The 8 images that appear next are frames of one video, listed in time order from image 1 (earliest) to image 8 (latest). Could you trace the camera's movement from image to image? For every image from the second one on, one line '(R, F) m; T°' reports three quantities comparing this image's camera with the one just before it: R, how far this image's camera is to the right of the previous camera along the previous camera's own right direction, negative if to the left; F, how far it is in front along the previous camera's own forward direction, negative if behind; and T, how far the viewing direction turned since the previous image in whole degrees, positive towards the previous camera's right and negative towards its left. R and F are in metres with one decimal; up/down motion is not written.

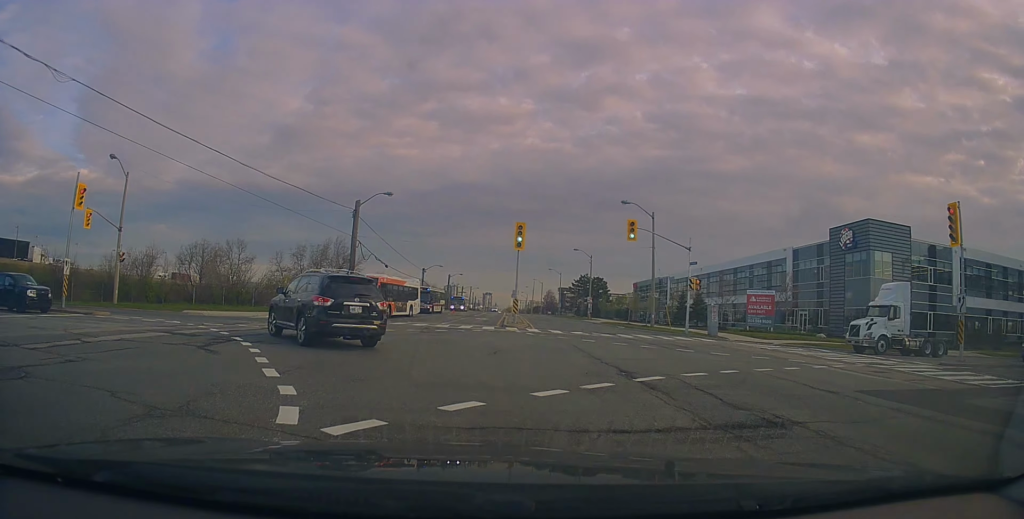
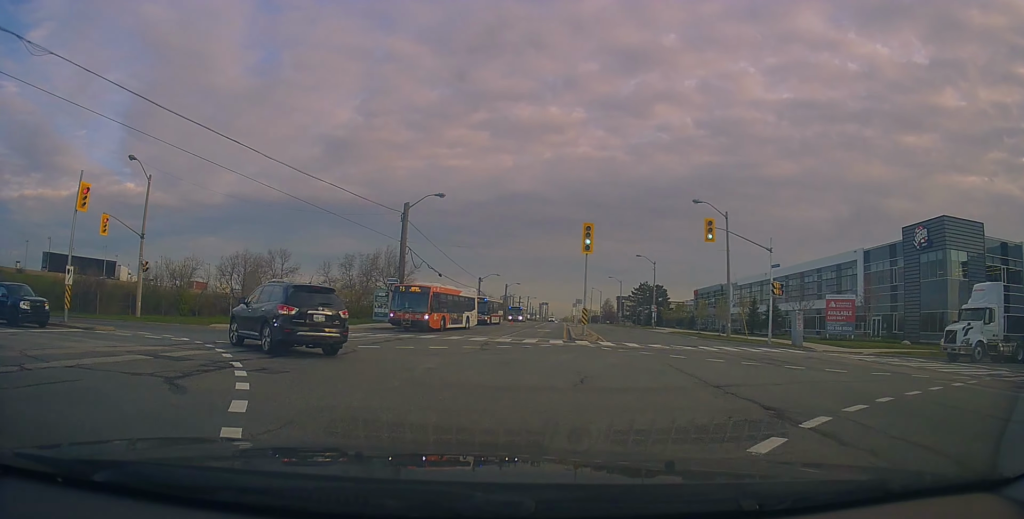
(-0.2, +3.6) m; -6°
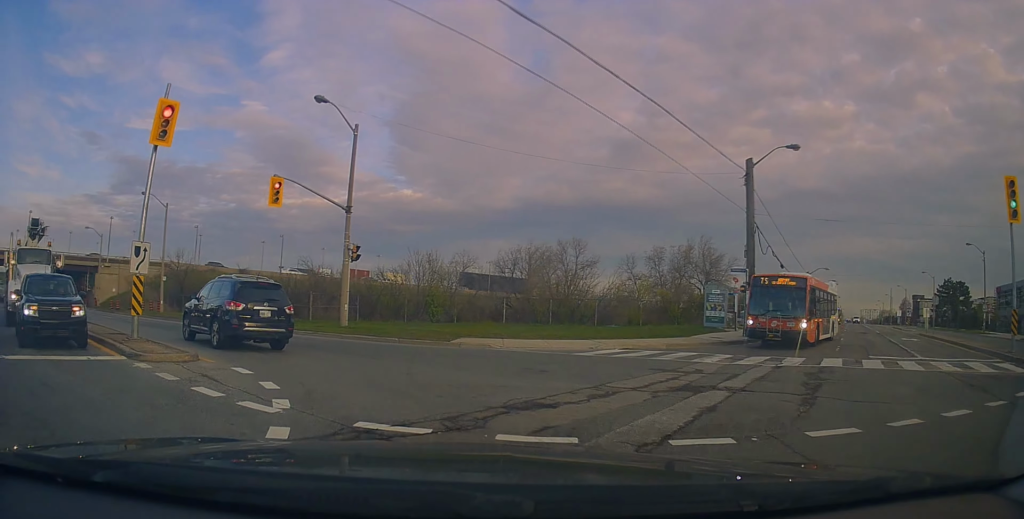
(-2.4, +11.3) m; -27°
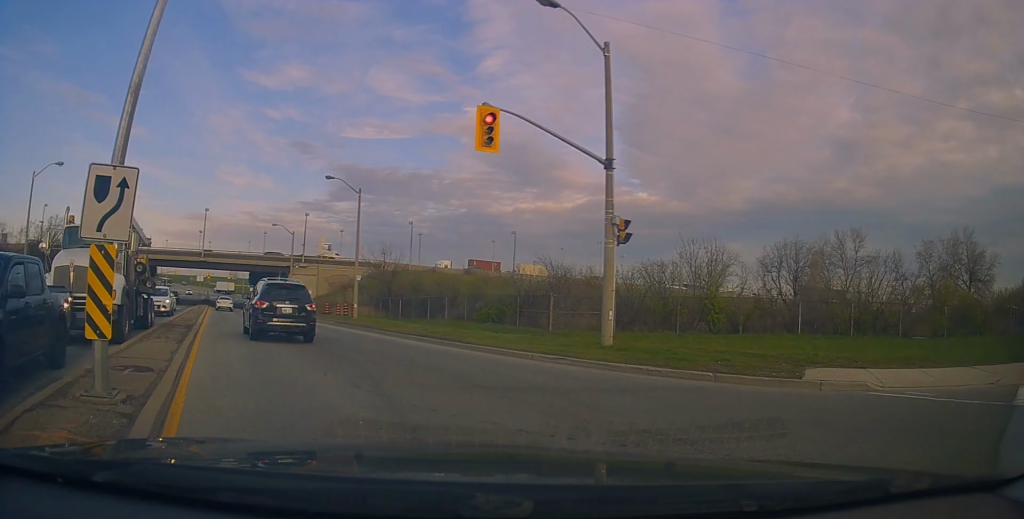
(-1.5, +8.6) m; -24°
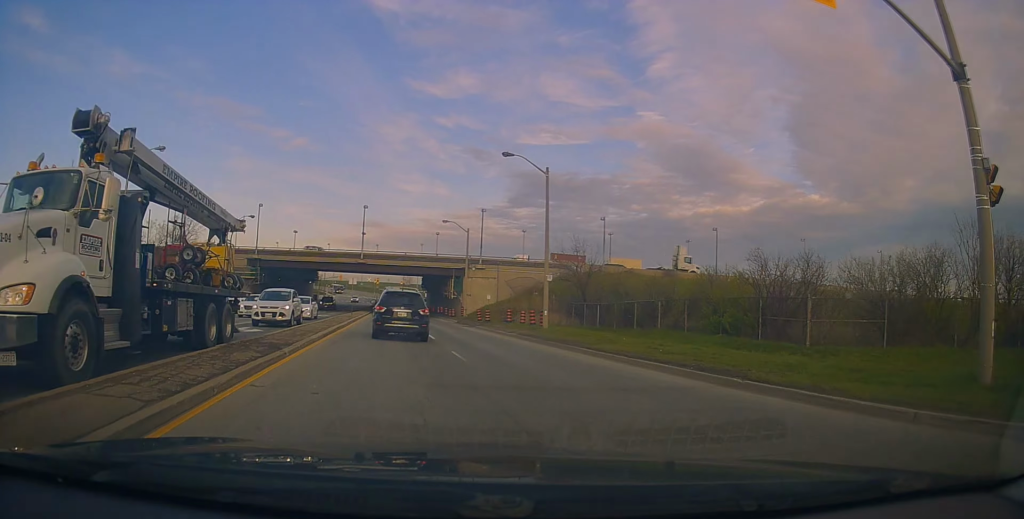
(-1.6, +7.4) m; -18°
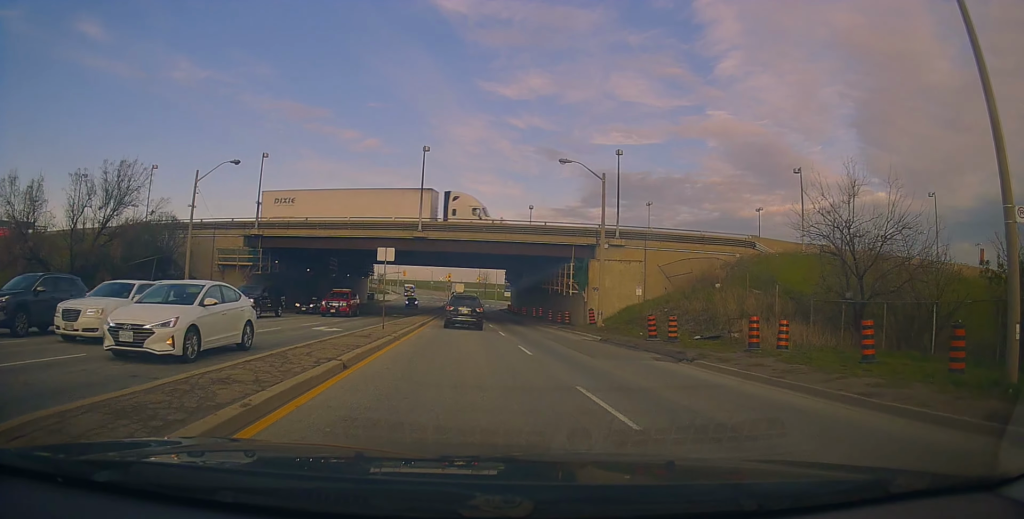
(-3.9, +22.6) m; -12°
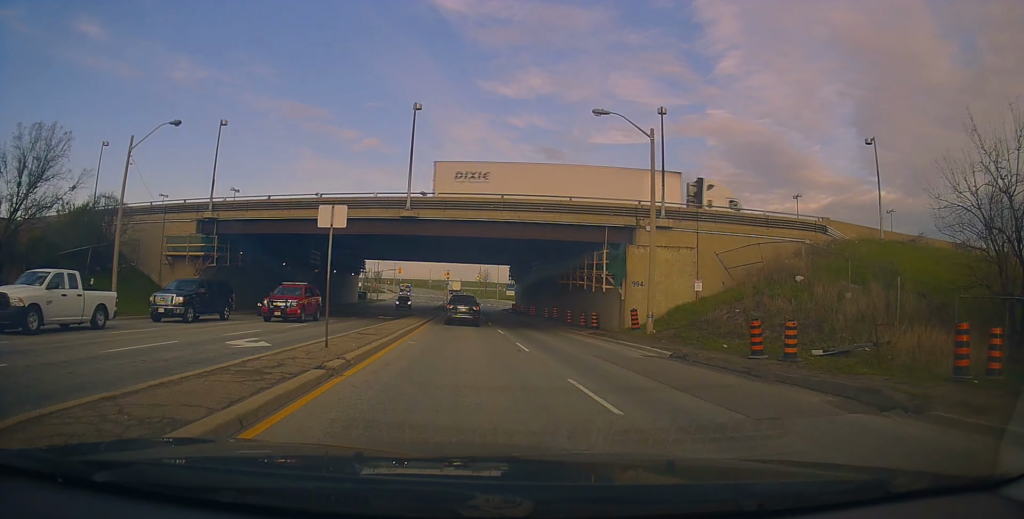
(-0.2, +8.2) m; 0°
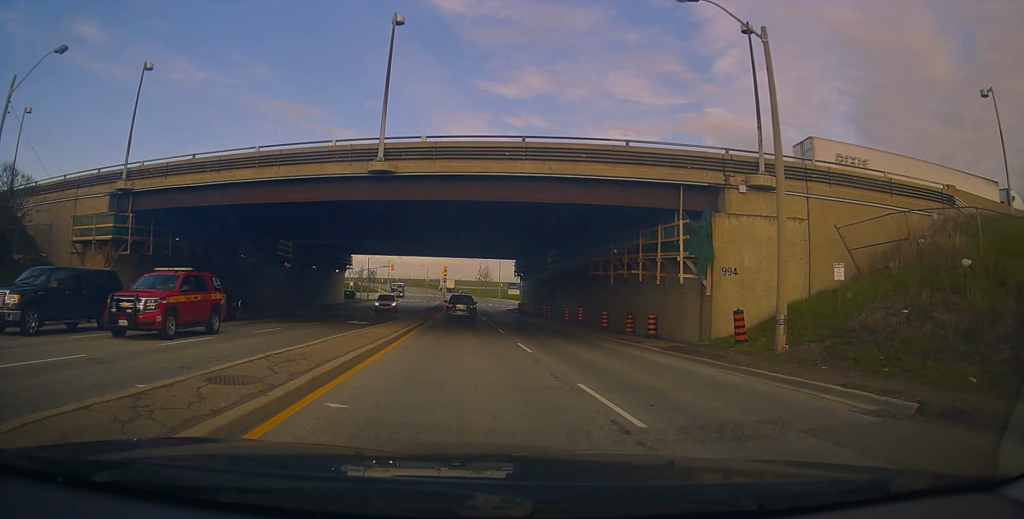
(0.0, +10.0) m; 0°
